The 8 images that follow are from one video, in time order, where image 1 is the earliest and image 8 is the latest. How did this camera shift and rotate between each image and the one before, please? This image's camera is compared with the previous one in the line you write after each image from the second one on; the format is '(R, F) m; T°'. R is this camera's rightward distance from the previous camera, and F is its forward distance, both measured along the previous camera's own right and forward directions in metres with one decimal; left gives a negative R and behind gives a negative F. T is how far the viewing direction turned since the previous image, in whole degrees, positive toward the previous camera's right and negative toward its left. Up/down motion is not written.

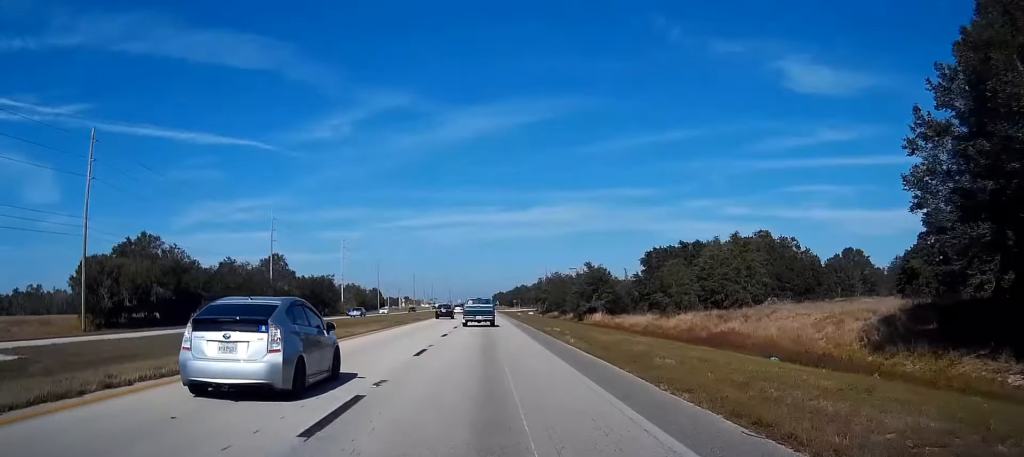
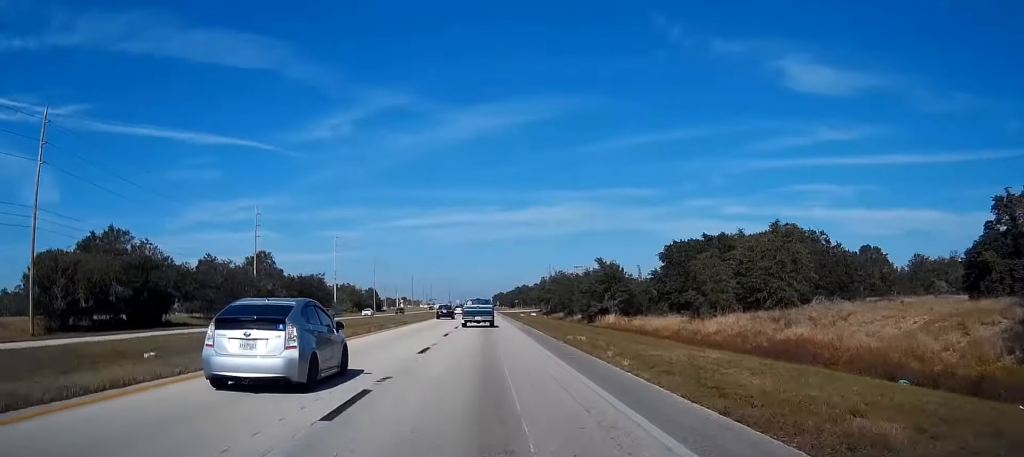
(0.0, +11.1) m; 0°
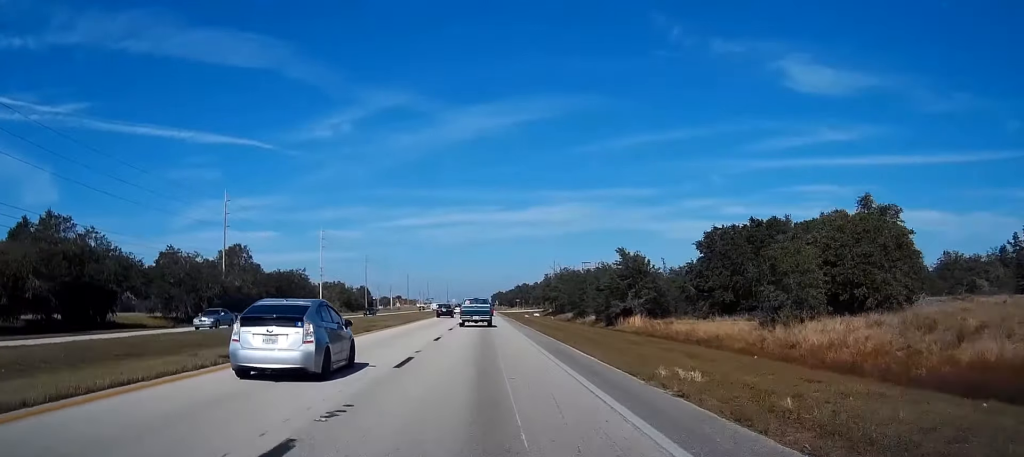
(0.0, +17.1) m; 0°
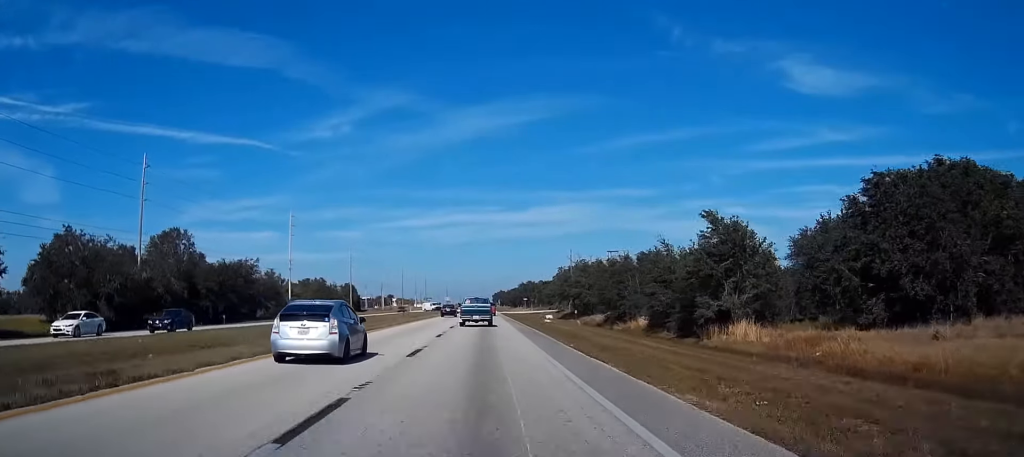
(0.0, +33.4) m; 0°
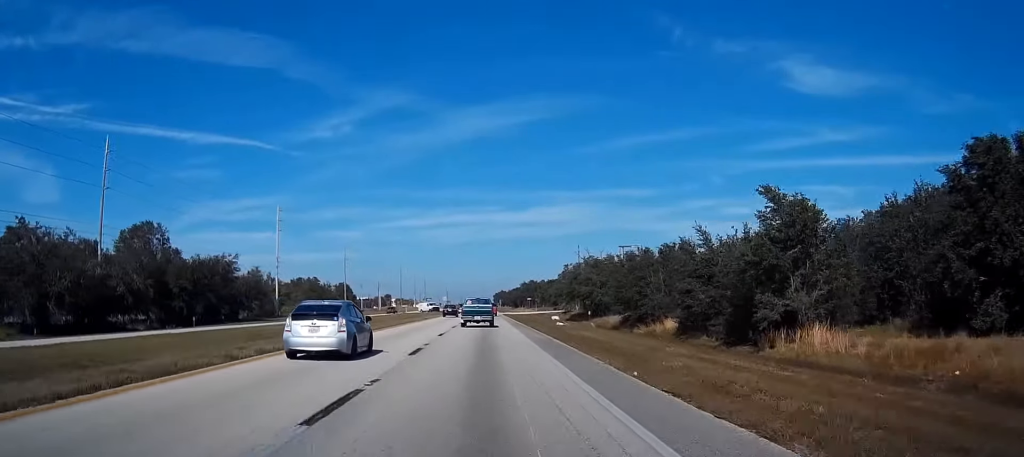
(0.0, +11.1) m; 0°
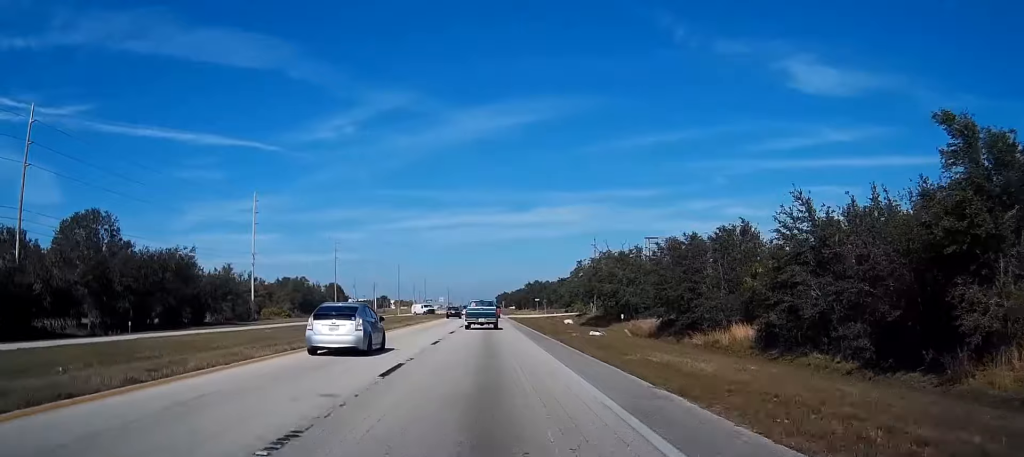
(0.0, +18.0) m; 0°
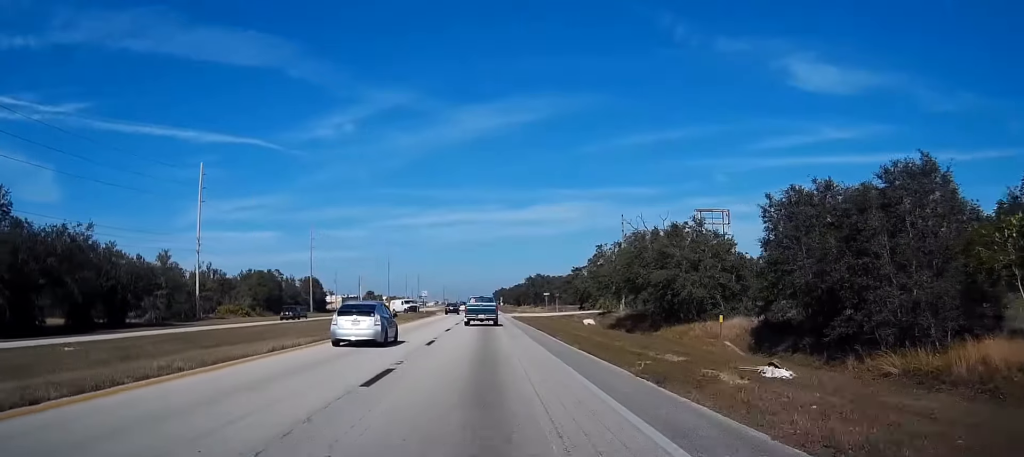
(0.0, +26.5) m; 0°
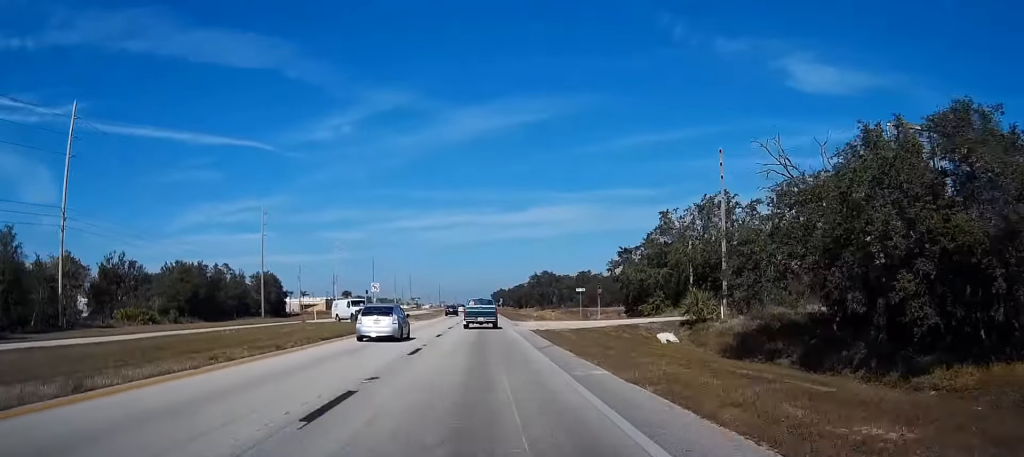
(0.0, +40.1) m; 0°
